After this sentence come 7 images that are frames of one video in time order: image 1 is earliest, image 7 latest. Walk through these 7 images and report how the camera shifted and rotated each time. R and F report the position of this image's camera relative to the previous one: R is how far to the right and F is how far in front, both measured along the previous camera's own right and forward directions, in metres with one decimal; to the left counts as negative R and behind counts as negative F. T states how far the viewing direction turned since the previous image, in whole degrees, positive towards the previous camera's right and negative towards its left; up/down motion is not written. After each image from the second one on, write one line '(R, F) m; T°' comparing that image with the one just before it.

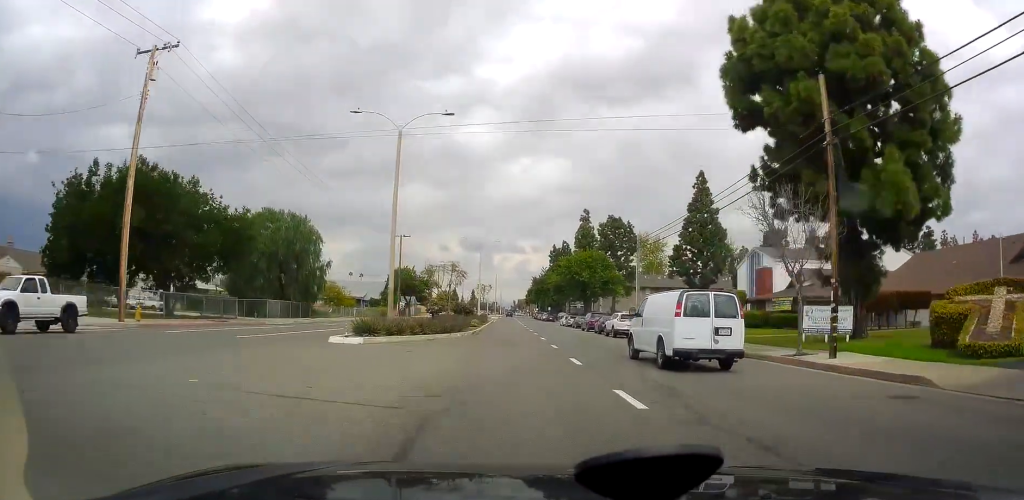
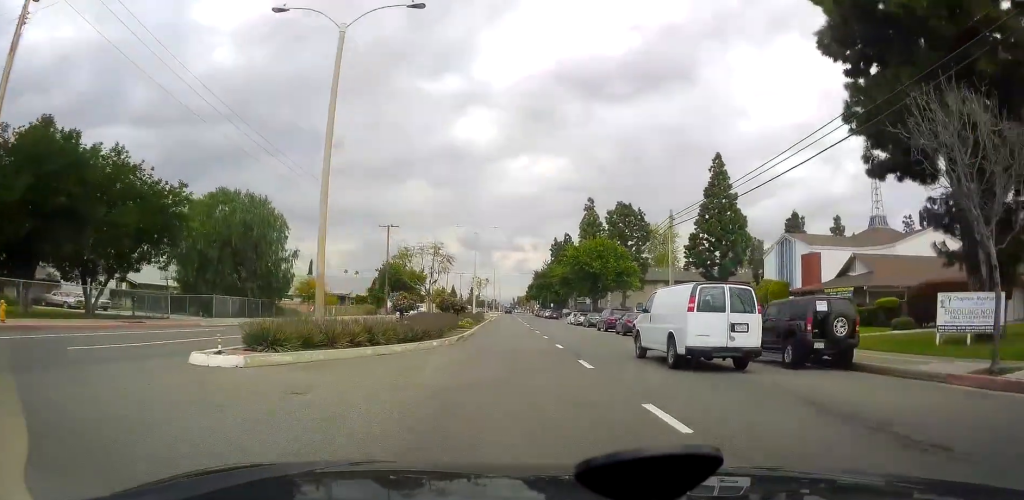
(-0.5, +9.7) m; 0°
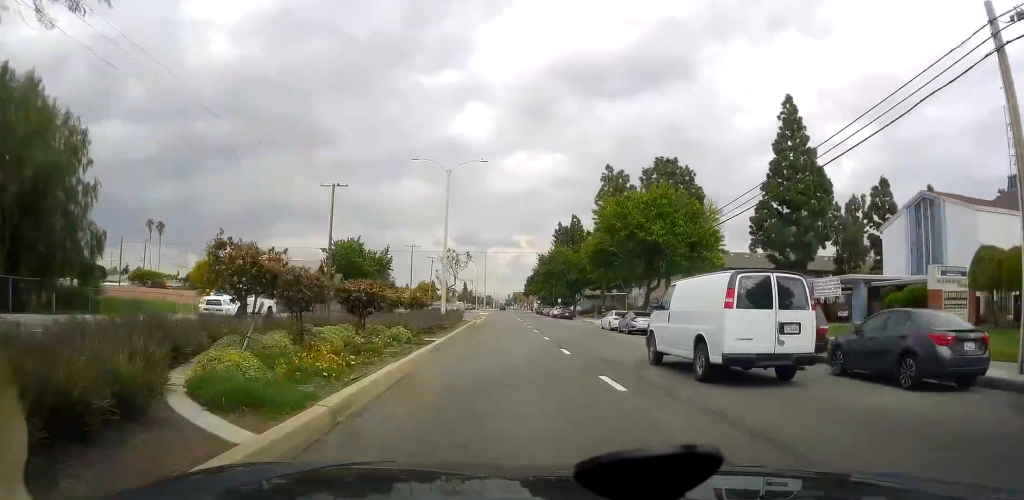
(+1.3, +27.8) m; +3°
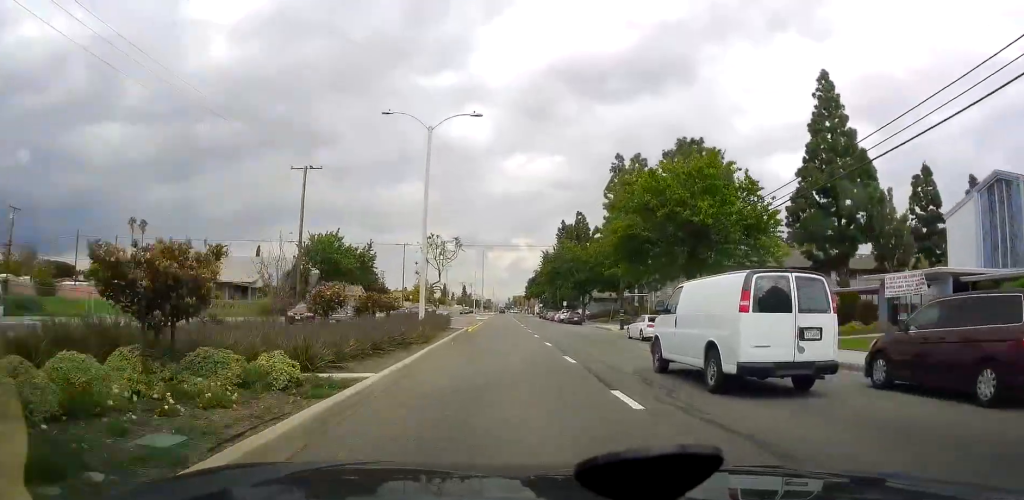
(0.0, +9.3) m; 0°
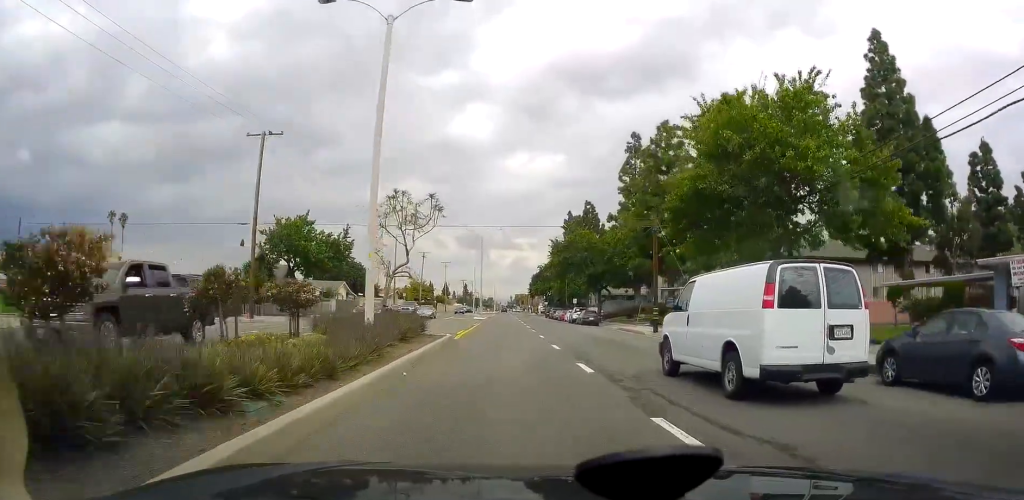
(0.0, +10.6) m; -1°
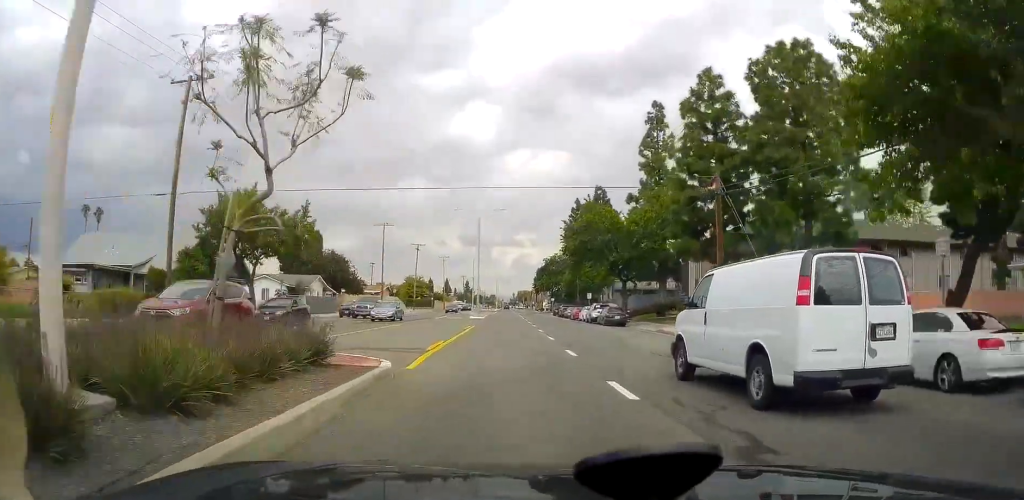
(0.0, +11.9) m; -1°
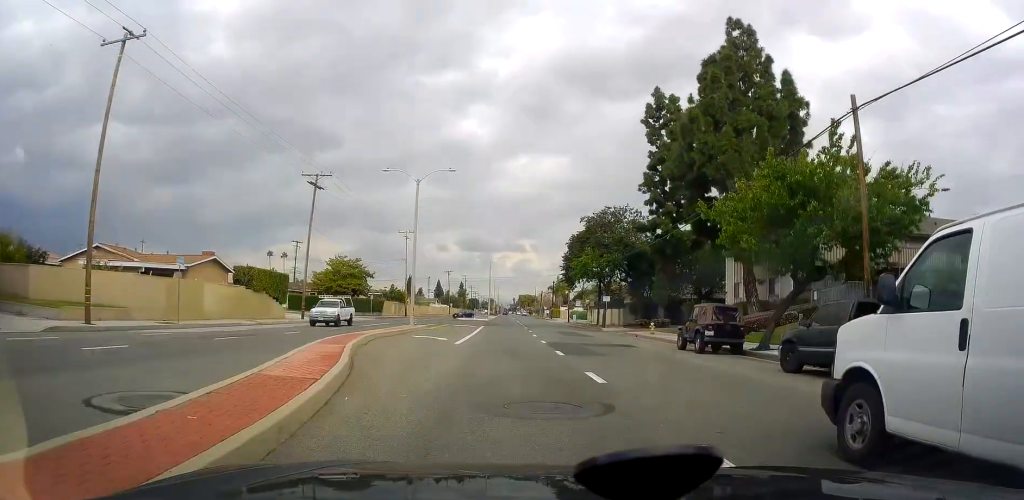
(-1.0, +66.1) m; -1°
